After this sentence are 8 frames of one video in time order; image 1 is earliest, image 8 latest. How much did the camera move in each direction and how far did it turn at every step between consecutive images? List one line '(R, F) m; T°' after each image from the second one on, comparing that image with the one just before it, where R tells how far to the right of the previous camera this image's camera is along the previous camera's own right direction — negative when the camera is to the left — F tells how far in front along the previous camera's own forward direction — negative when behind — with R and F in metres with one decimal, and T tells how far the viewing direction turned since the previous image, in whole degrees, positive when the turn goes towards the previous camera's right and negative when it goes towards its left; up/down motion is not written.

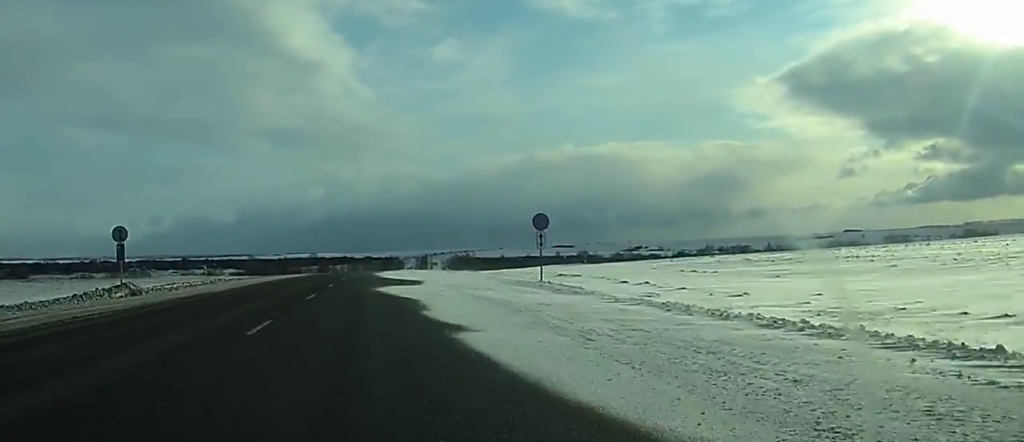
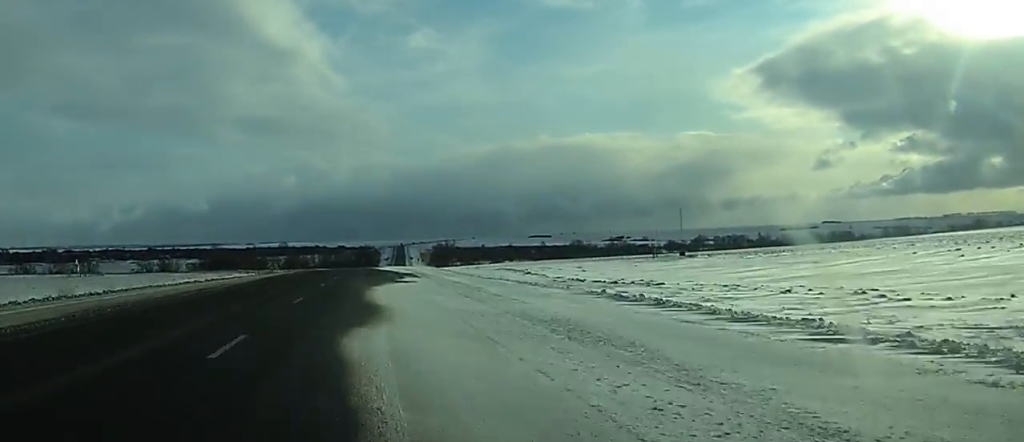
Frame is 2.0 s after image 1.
(+0.5, +62.4) m; +1°
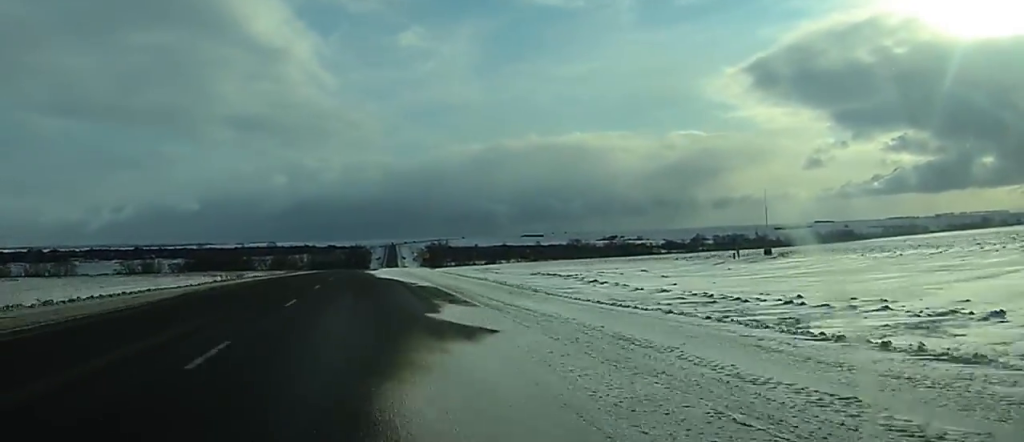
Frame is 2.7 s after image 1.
(+0.2, +24.5) m; +1°
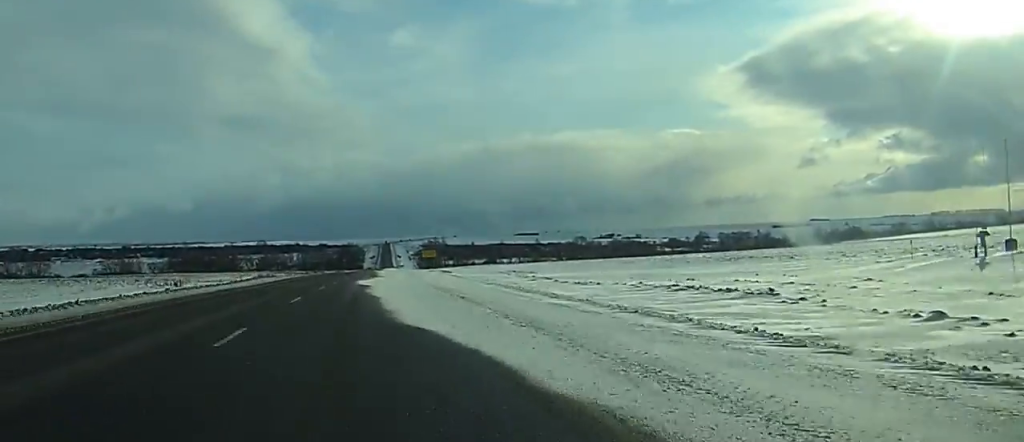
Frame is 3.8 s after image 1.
(+0.3, +33.1) m; +1°
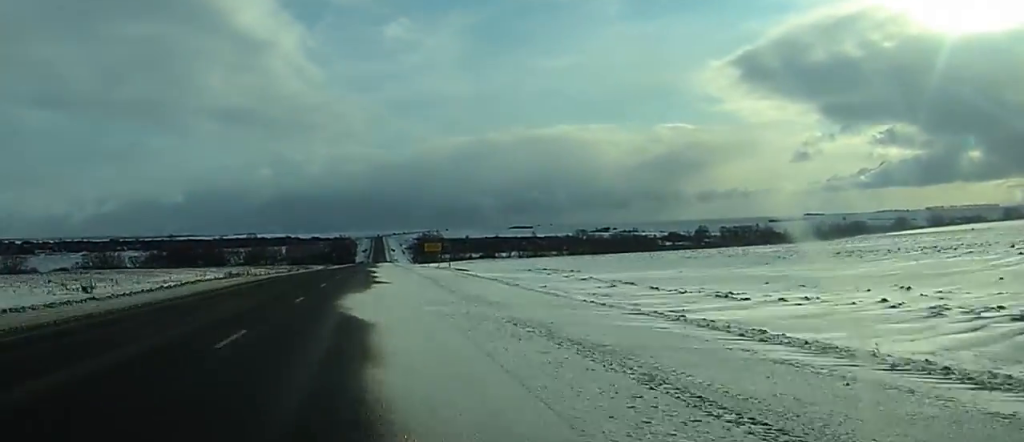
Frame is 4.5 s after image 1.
(+0.1, +23.6) m; 0°
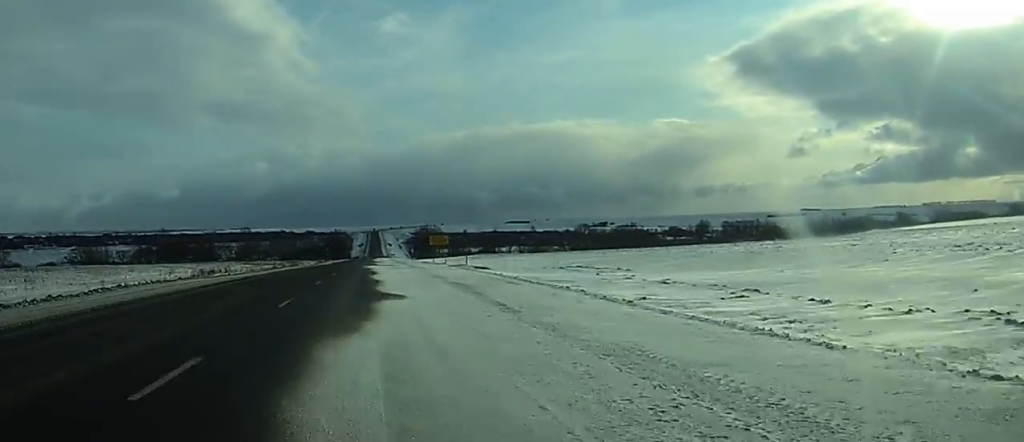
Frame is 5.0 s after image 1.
(0.0, +16.2) m; 0°
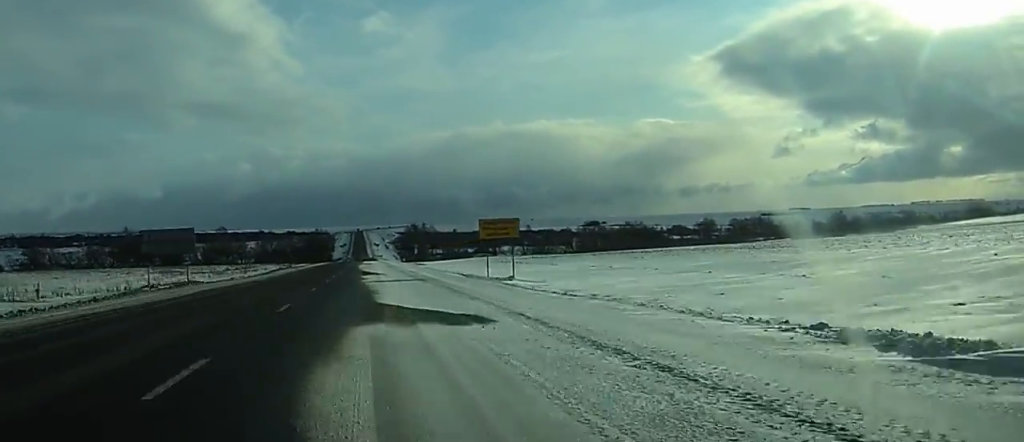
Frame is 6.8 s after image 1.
(+0.5, +58.8) m; +1°
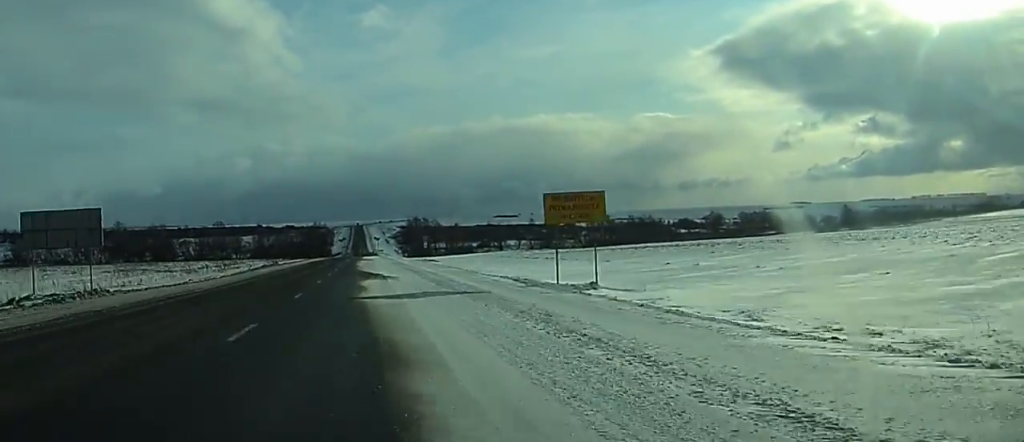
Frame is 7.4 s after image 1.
(0.0, +18.6) m; 0°
